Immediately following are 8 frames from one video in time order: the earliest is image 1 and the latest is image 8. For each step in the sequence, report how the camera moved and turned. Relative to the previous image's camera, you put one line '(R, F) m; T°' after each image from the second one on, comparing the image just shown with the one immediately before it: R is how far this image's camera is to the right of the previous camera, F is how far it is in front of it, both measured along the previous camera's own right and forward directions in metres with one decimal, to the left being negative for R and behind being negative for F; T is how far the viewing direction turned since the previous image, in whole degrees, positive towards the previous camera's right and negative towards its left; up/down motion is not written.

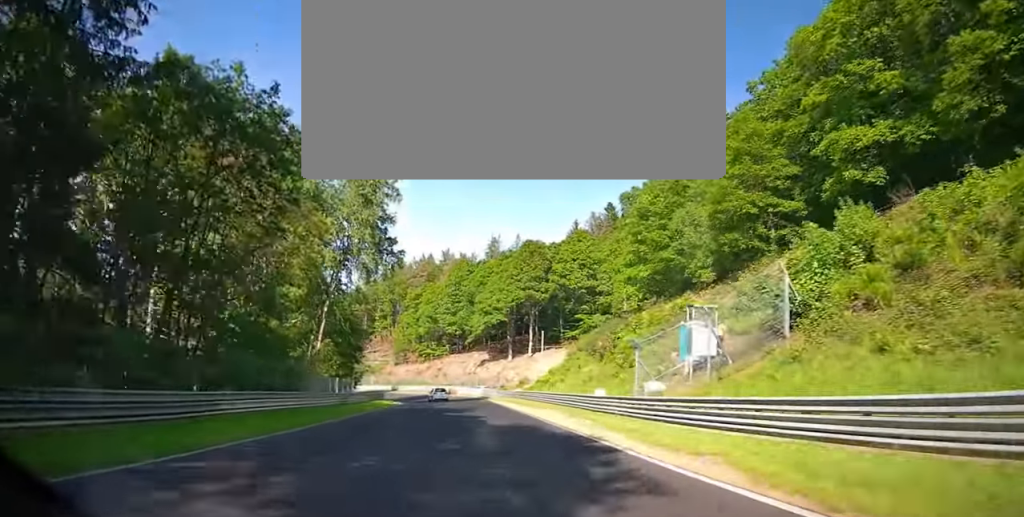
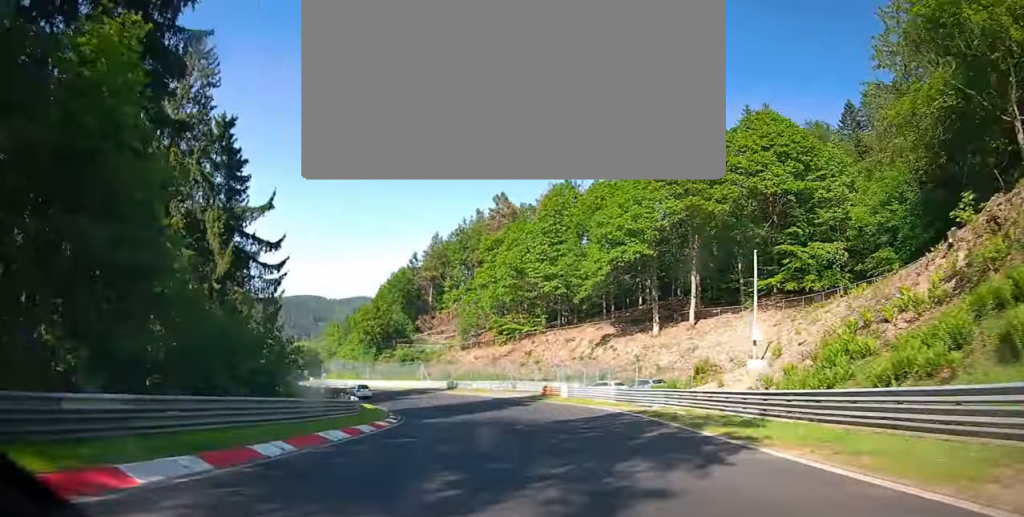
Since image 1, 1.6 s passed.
(-4.6, +49.6) m; -13°
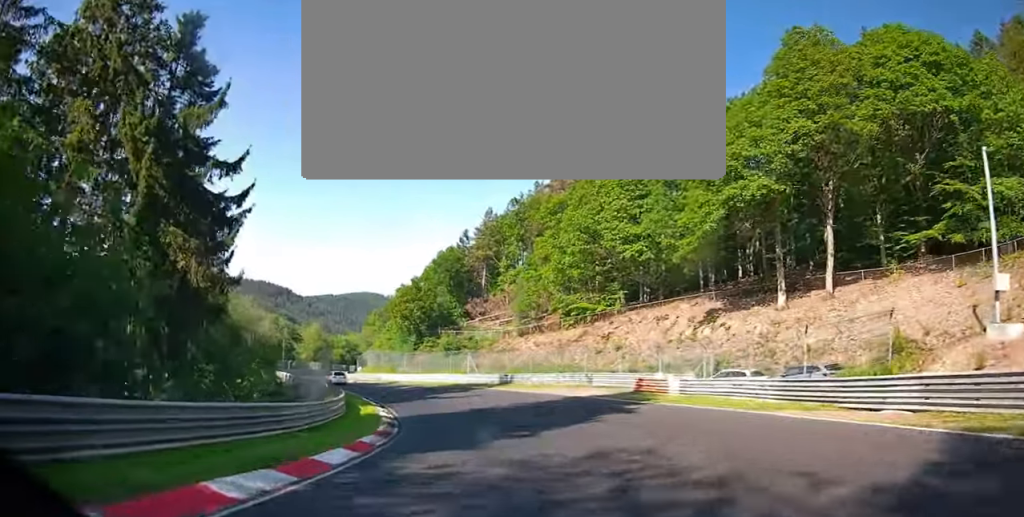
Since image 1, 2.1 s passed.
(-1.2, +16.3) m; -6°
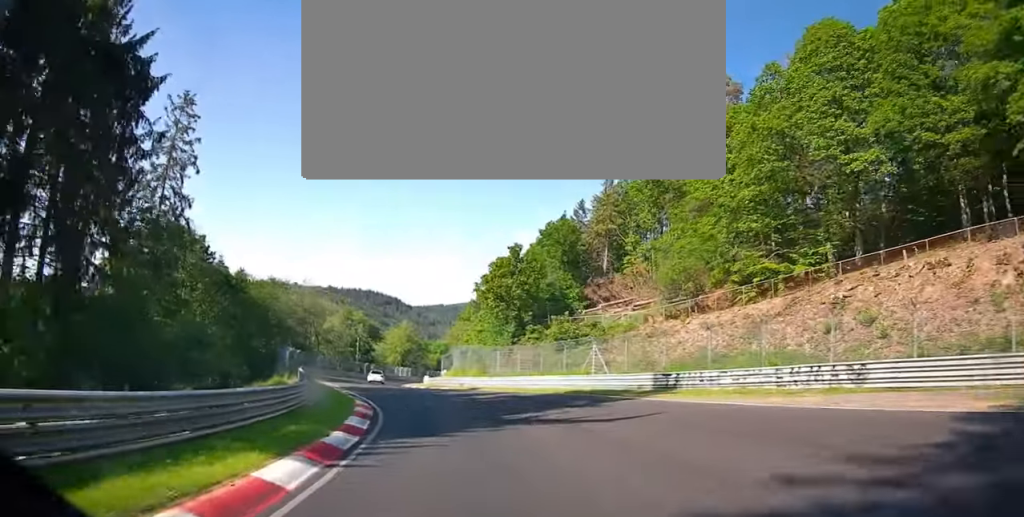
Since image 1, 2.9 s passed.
(-1.7, +22.8) m; -9°
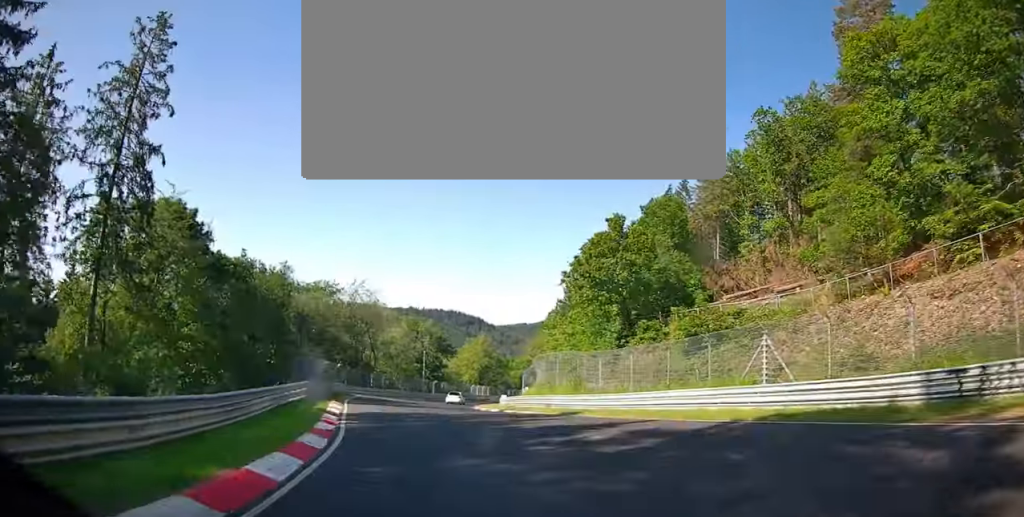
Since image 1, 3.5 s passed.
(-0.8, +14.9) m; -5°
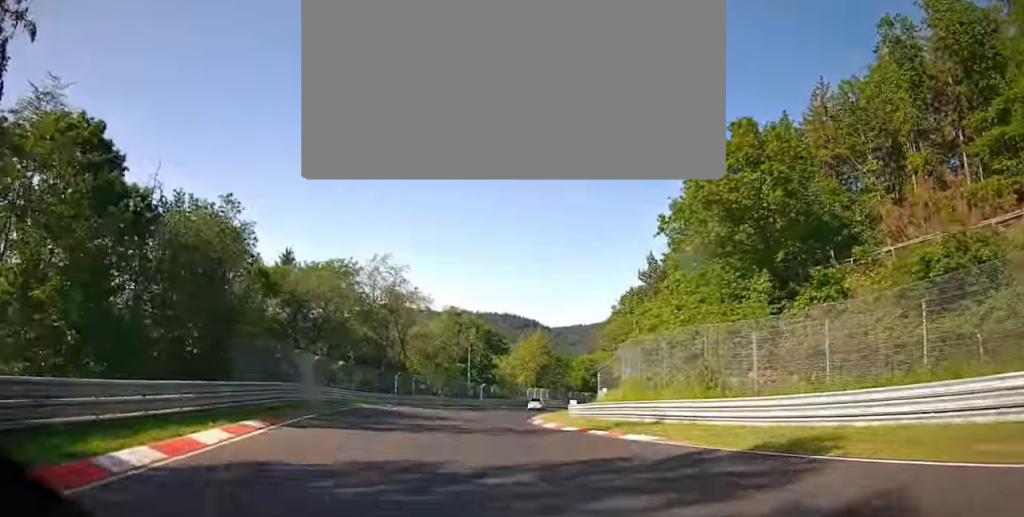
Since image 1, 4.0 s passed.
(-0.9, +16.2) m; -2°
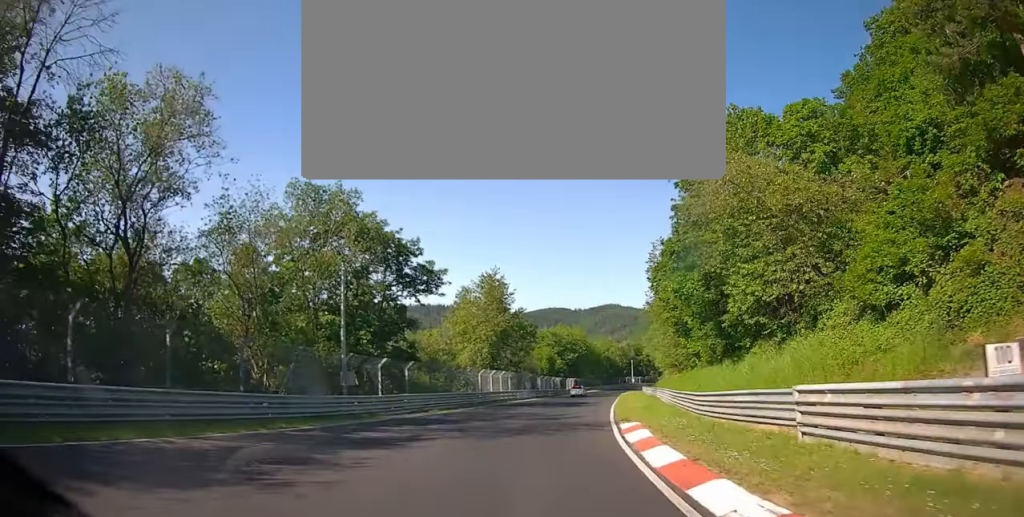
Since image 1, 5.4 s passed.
(-0.7, +42.3) m; +3°
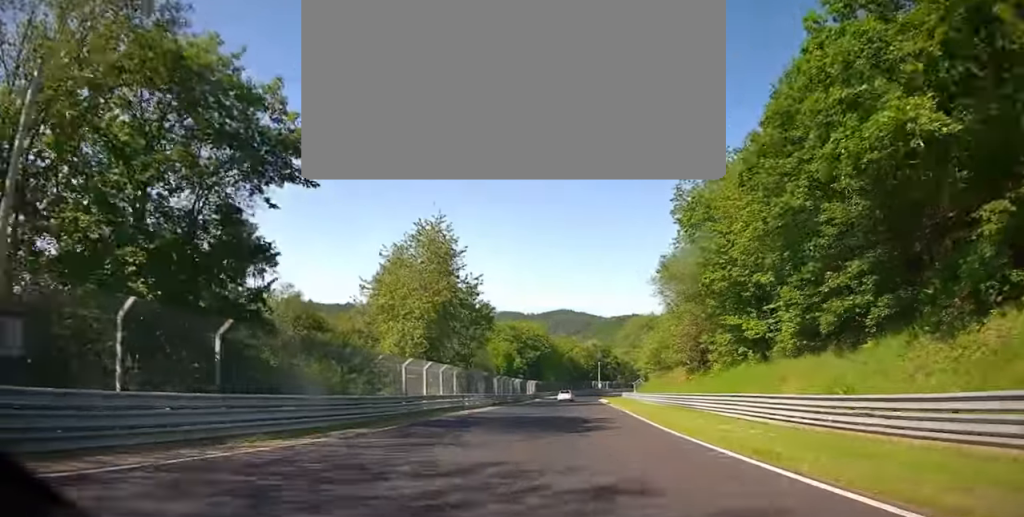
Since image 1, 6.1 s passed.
(+0.9, +20.1) m; +5°
